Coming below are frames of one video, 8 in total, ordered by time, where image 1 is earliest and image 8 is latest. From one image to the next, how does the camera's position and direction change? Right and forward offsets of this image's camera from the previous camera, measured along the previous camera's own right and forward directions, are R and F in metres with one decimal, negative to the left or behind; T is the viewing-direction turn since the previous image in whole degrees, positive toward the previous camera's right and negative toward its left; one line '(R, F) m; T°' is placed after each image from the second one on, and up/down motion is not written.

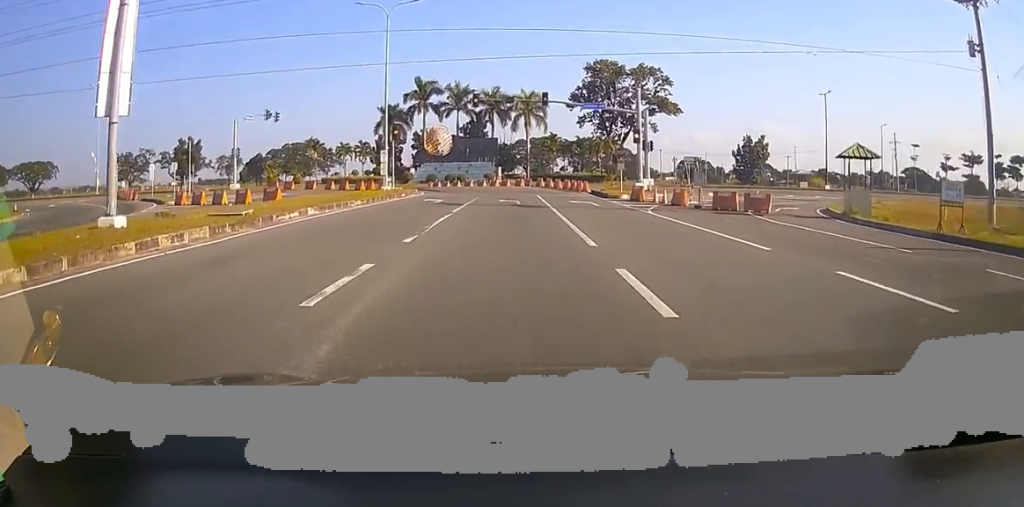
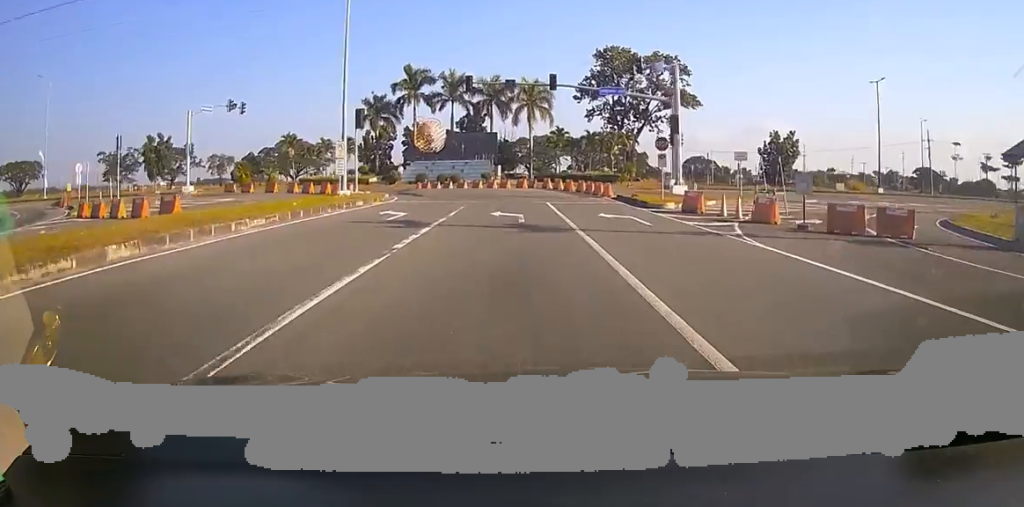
(+0.3, +11.5) m; +2°
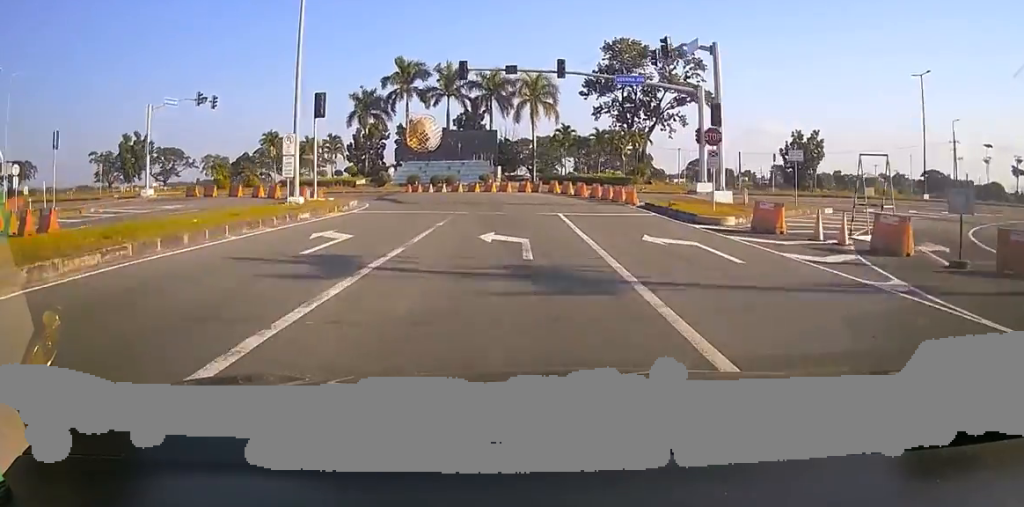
(+0.4, +7.3) m; -4°
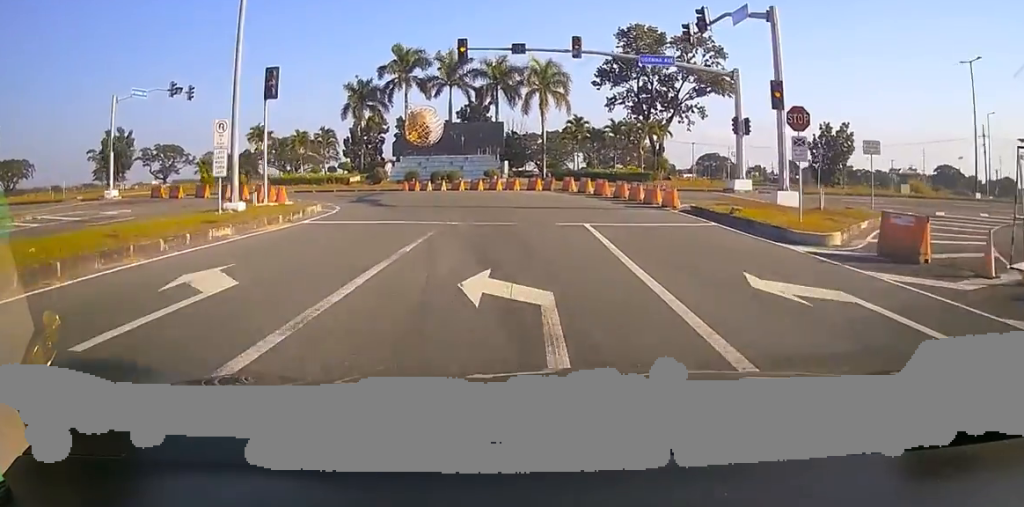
(+0.1, +6.3) m; -3°
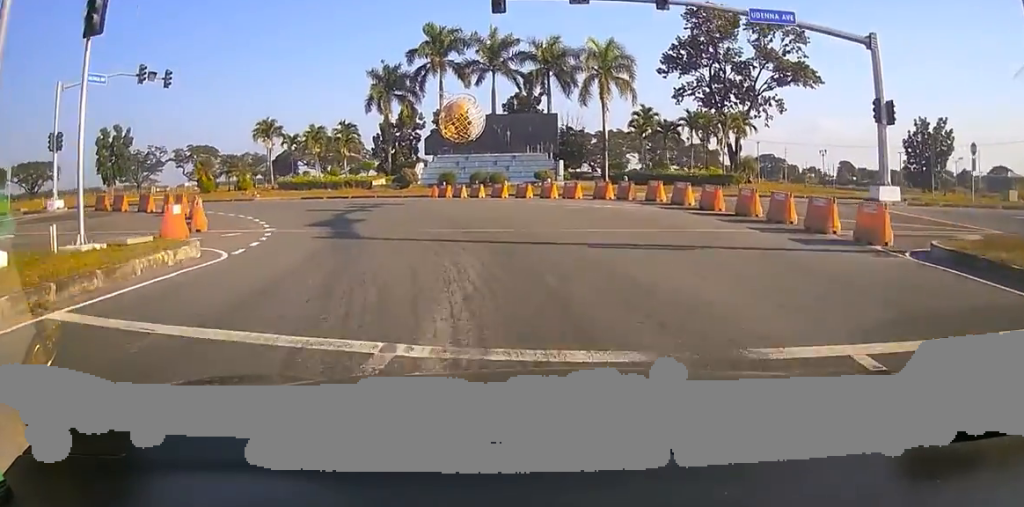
(-1.7, +12.2) m; -7°
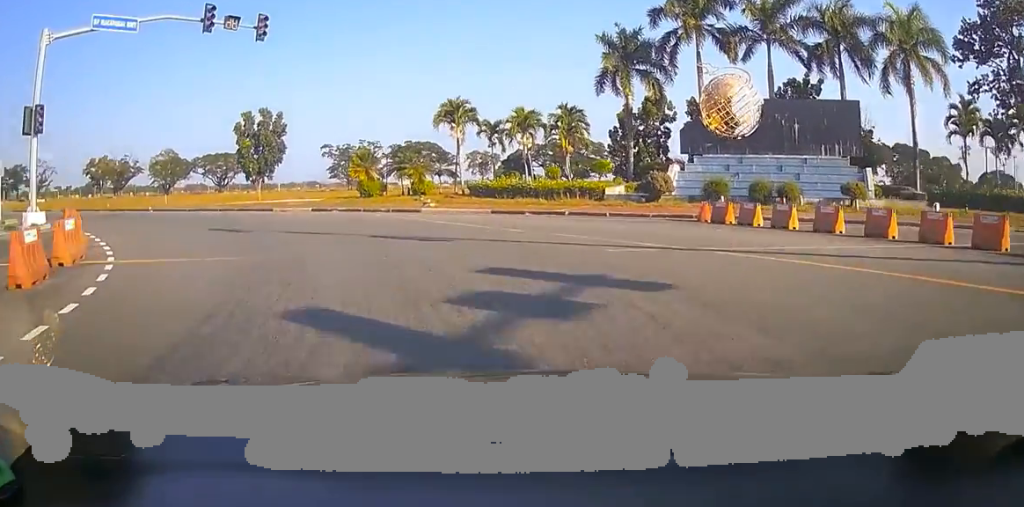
(-1.1, +19.2) m; -18°
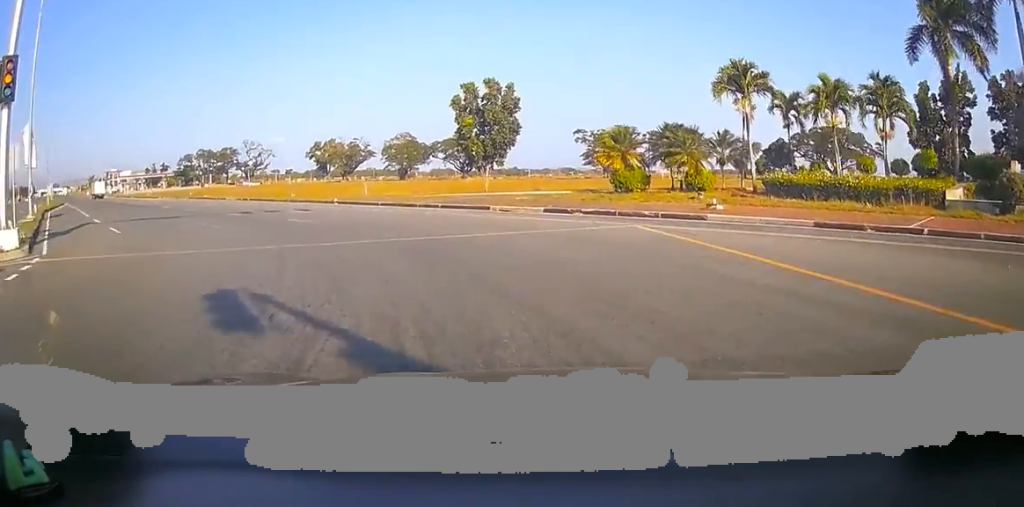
(-3.2, +12.7) m; -28°
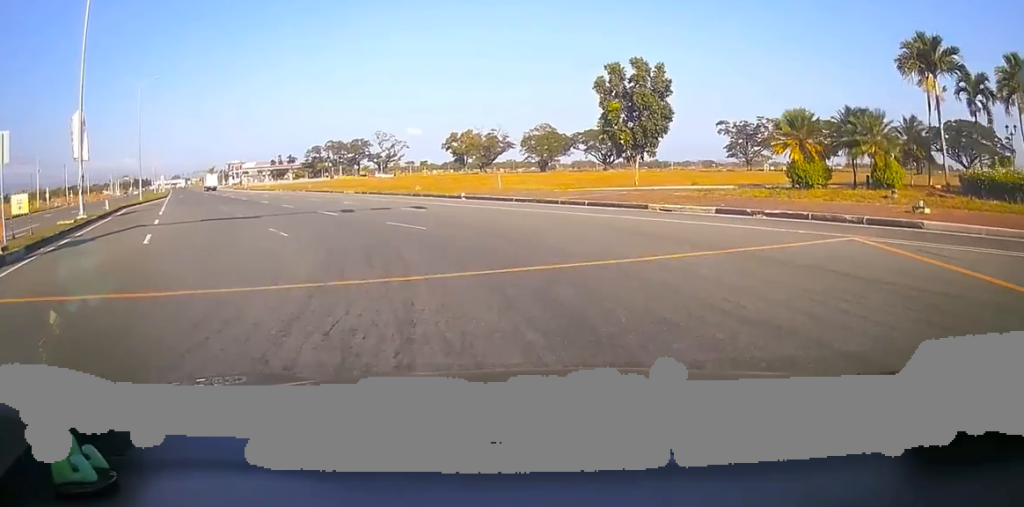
(-0.7, +6.0) m; -12°
